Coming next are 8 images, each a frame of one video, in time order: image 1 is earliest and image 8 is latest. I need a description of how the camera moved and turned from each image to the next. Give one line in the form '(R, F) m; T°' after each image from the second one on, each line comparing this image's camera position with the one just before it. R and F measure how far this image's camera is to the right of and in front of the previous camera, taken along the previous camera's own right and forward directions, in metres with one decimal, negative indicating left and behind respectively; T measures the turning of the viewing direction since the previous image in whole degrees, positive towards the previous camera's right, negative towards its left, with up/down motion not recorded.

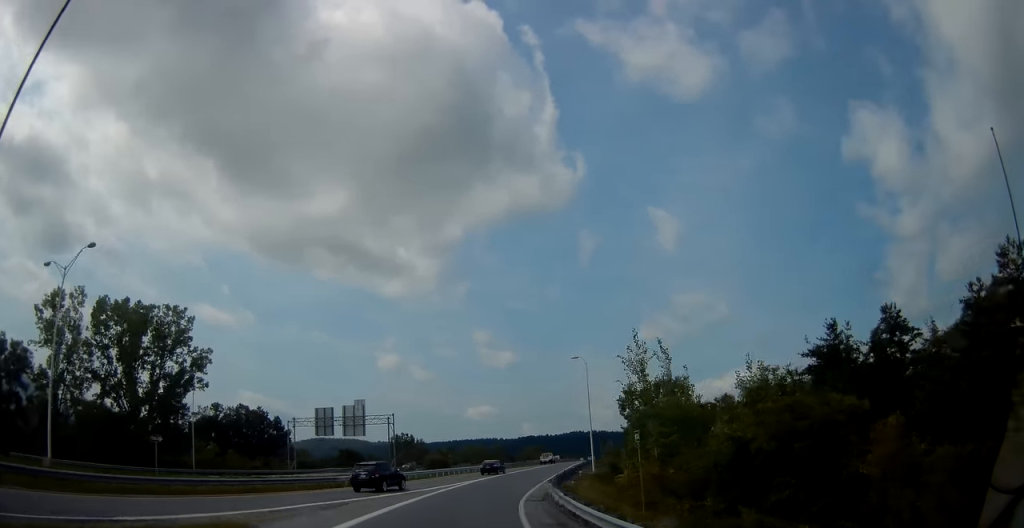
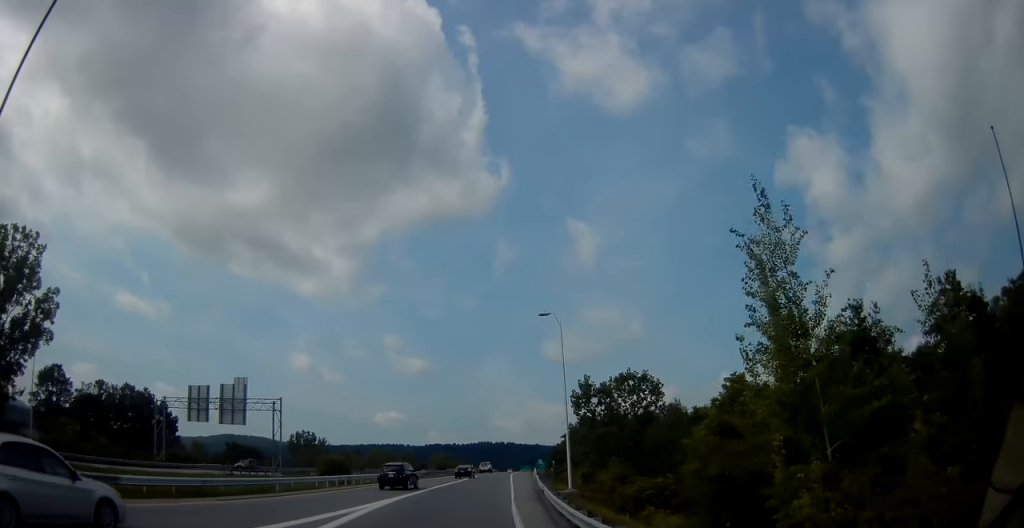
(+1.6, +19.8) m; +8°
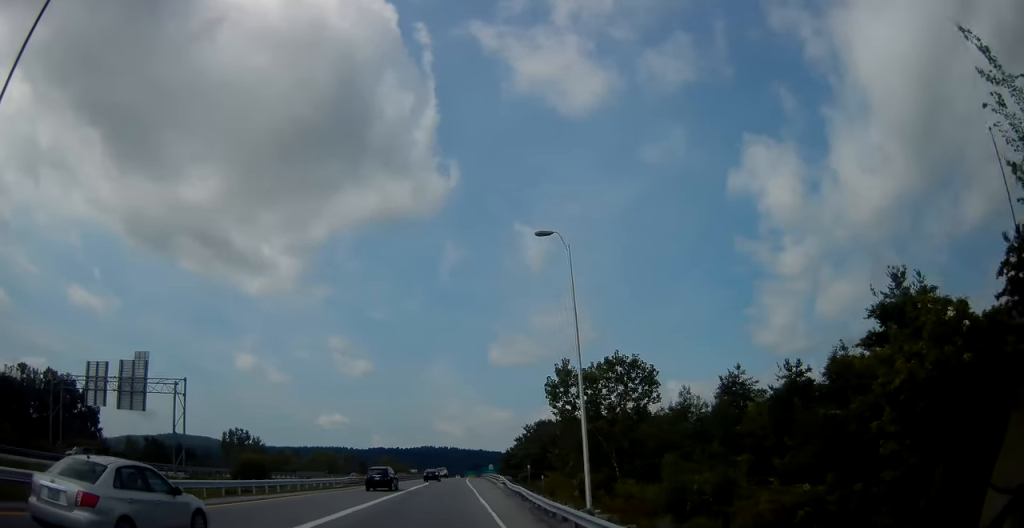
(+0.7, +13.7) m; +5°
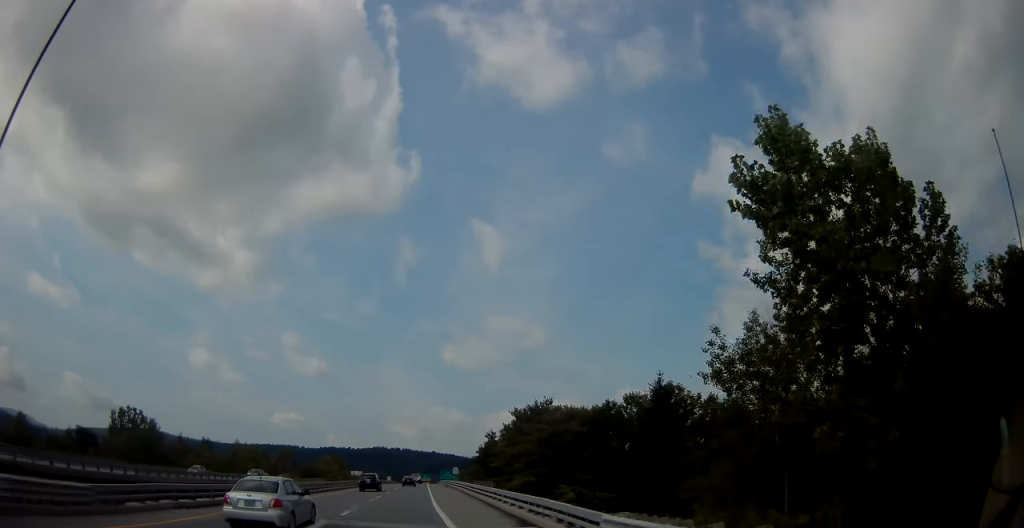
(+3.1, +38.7) m; +6°
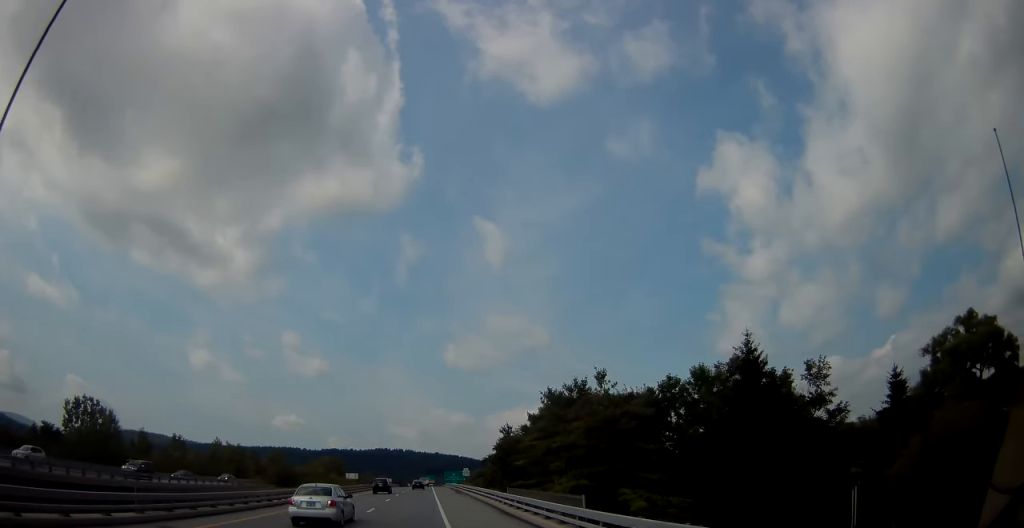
(0.0, +19.0) m; 0°
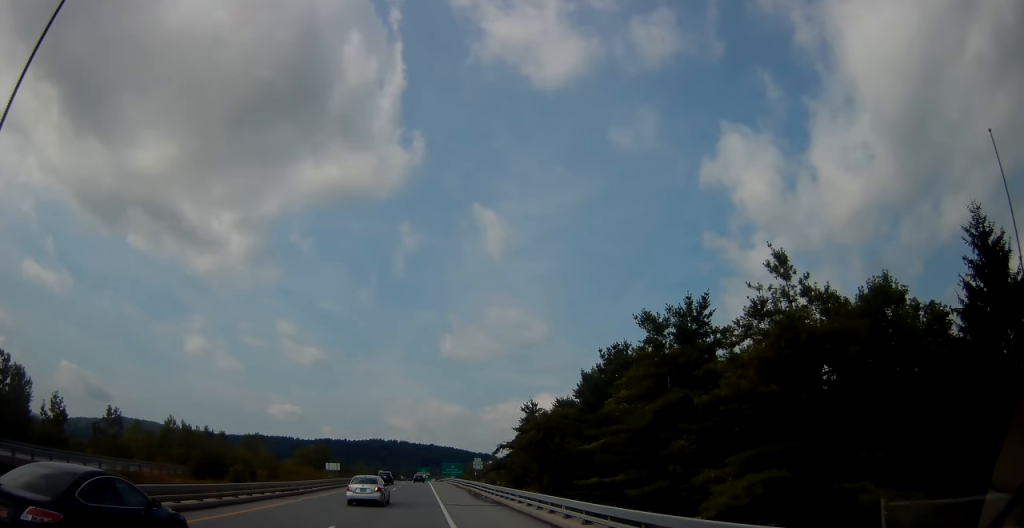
(0.0, +27.2) m; 0°
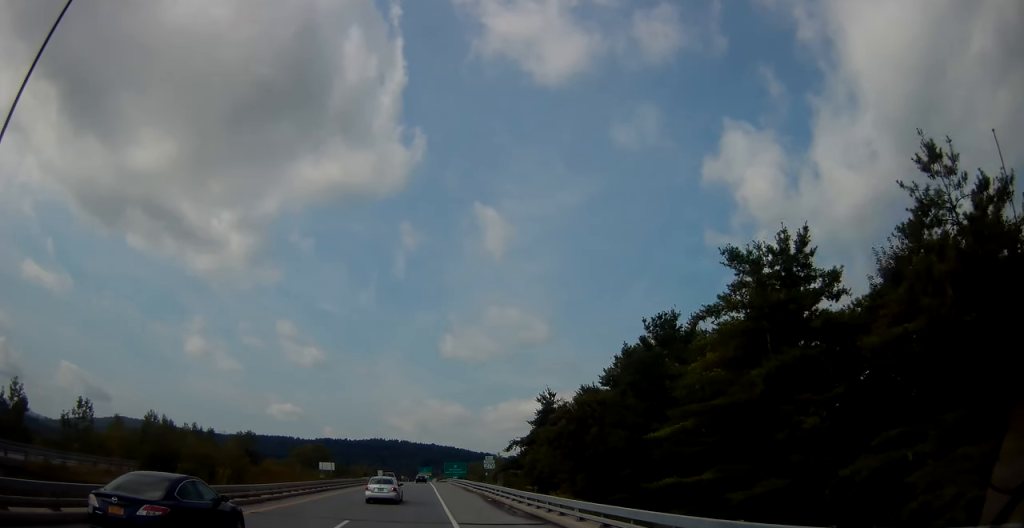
(0.0, +10.2) m; 0°
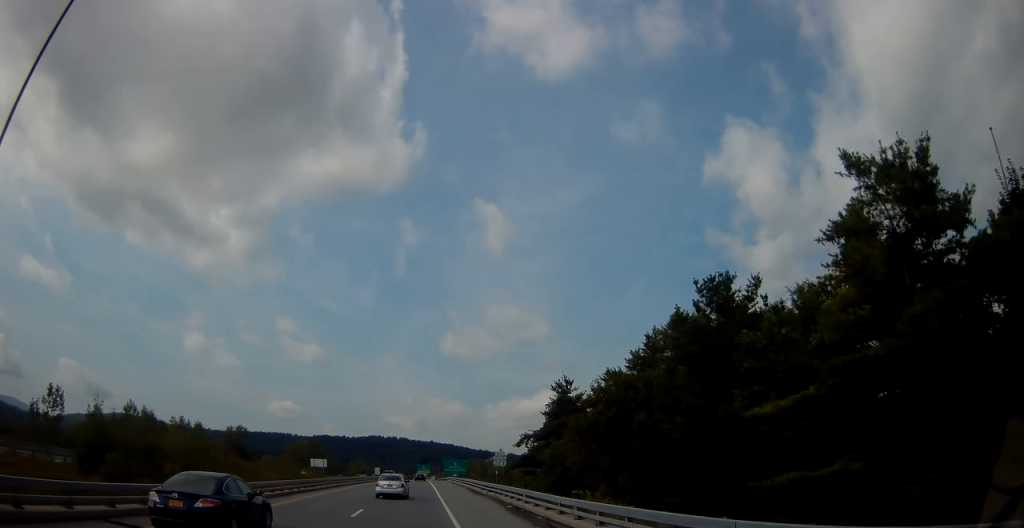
(0.0, +8.5) m; 0°
